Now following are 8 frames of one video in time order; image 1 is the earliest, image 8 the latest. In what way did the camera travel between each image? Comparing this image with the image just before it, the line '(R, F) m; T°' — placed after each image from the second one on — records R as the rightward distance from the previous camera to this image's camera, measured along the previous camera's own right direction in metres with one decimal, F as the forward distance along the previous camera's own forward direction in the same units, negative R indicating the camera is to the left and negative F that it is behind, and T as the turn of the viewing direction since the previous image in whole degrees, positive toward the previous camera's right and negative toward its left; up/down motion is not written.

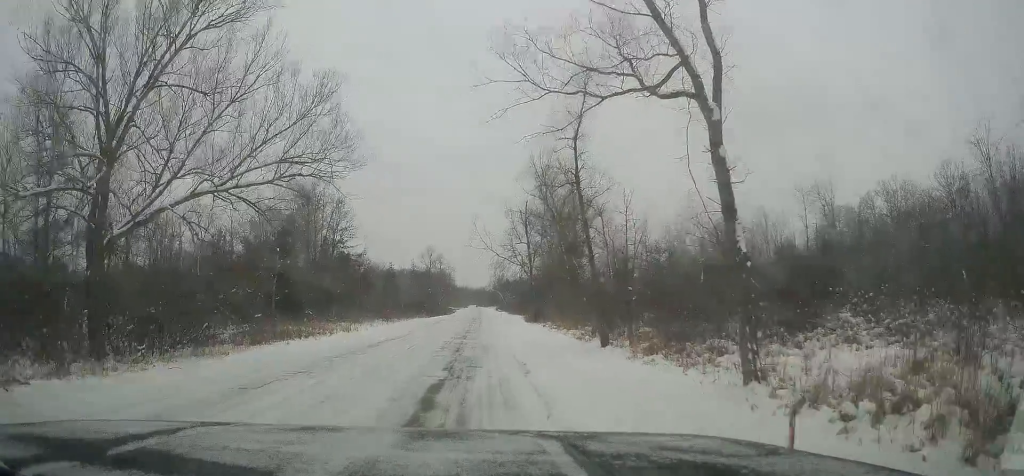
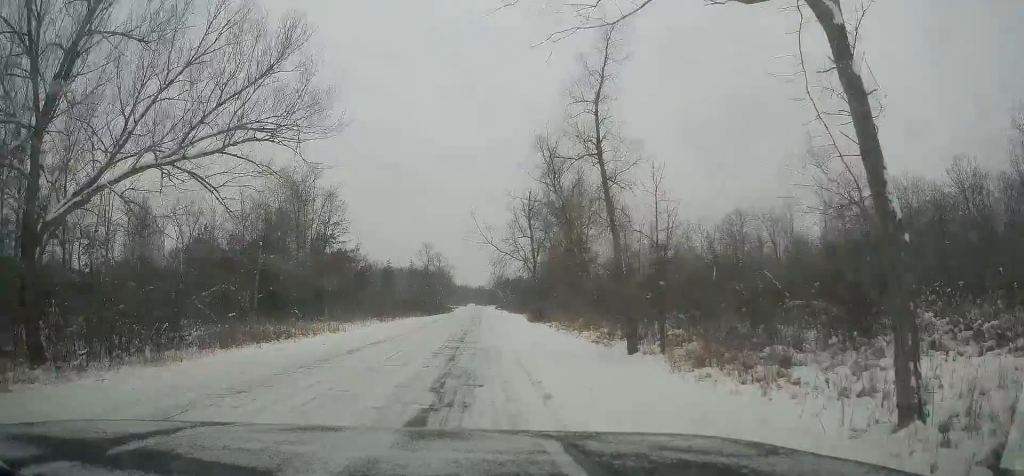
(0.0, +4.1) m; 0°
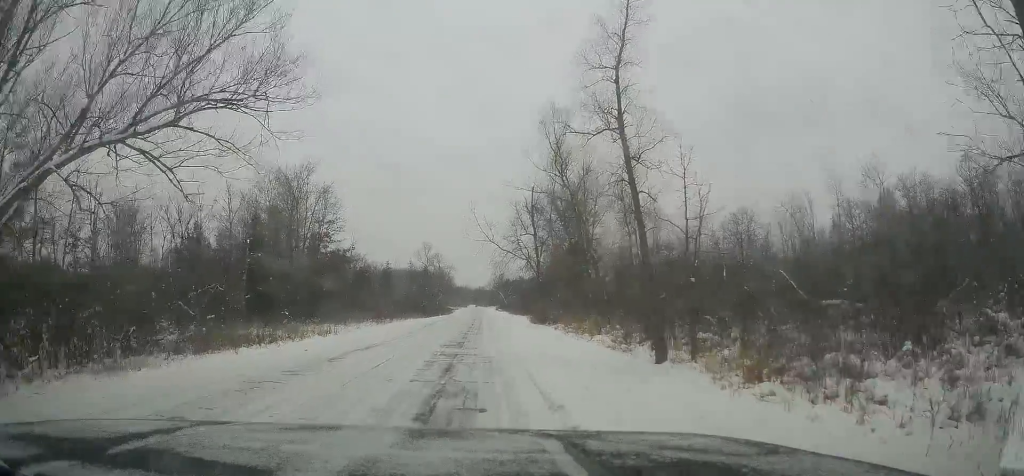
(0.0, +2.8) m; -2°
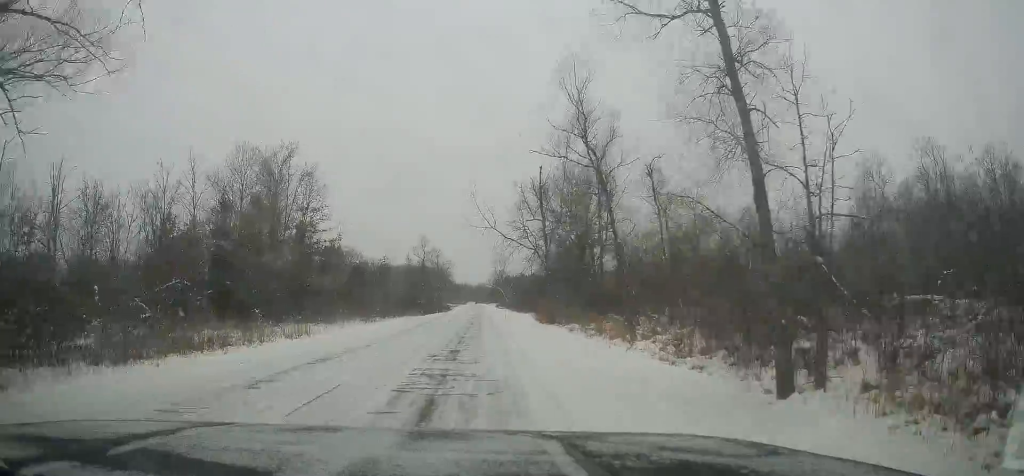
(-0.2, +6.6) m; -3°
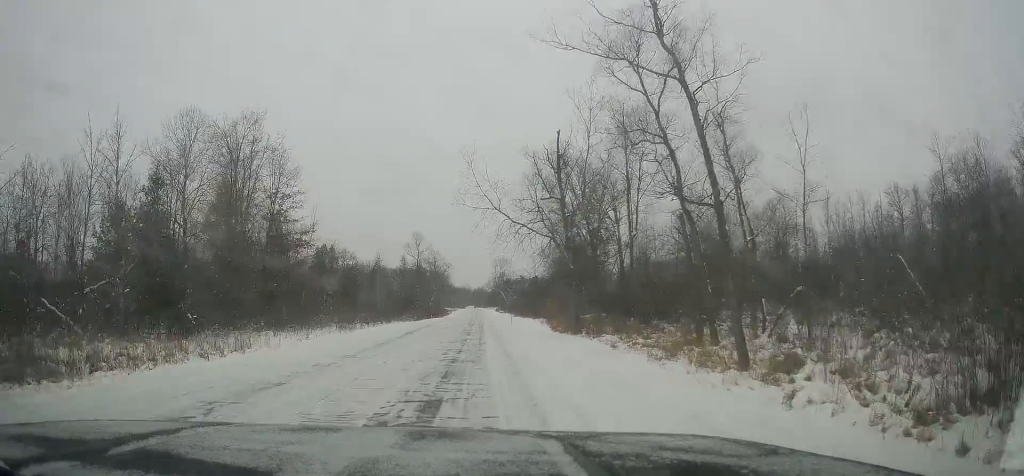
(+0.2, +10.0) m; +4°
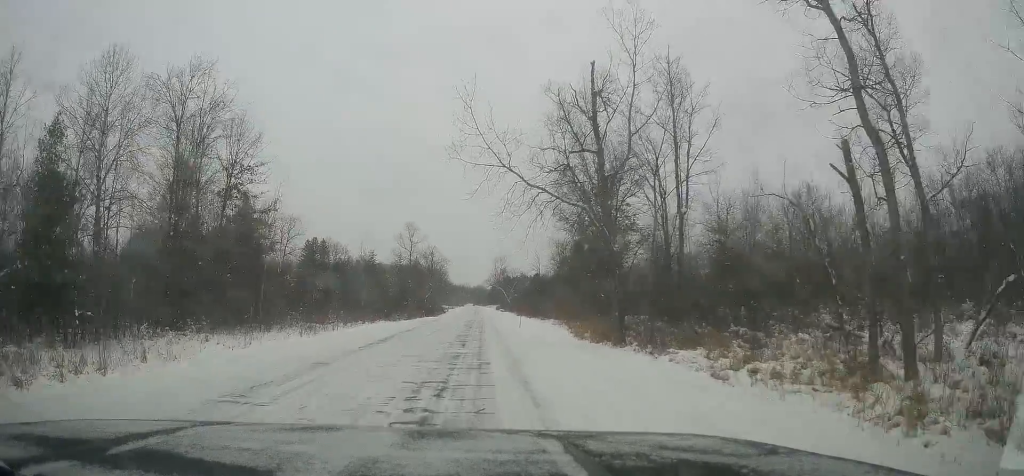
(-0.4, +10.0) m; -4°
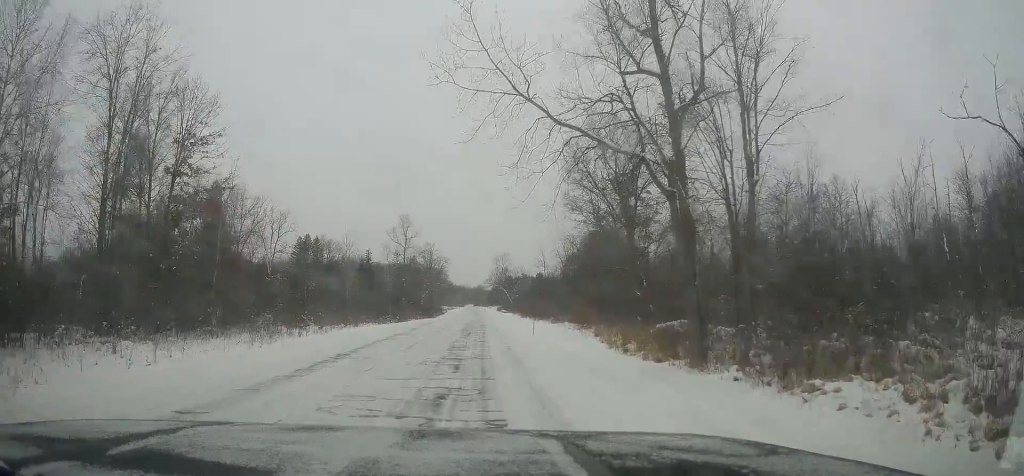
(0.0, +8.4) m; +3°
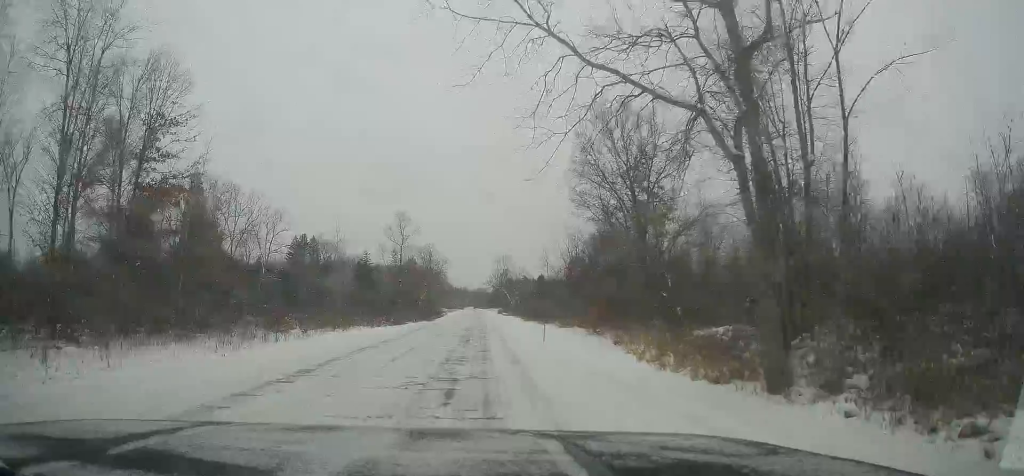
(+0.1, +4.3) m; +2°
